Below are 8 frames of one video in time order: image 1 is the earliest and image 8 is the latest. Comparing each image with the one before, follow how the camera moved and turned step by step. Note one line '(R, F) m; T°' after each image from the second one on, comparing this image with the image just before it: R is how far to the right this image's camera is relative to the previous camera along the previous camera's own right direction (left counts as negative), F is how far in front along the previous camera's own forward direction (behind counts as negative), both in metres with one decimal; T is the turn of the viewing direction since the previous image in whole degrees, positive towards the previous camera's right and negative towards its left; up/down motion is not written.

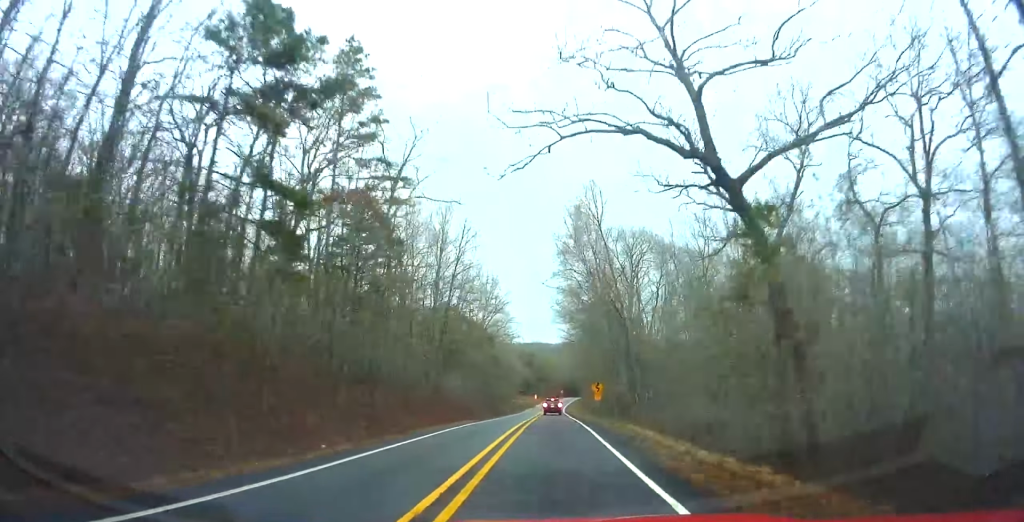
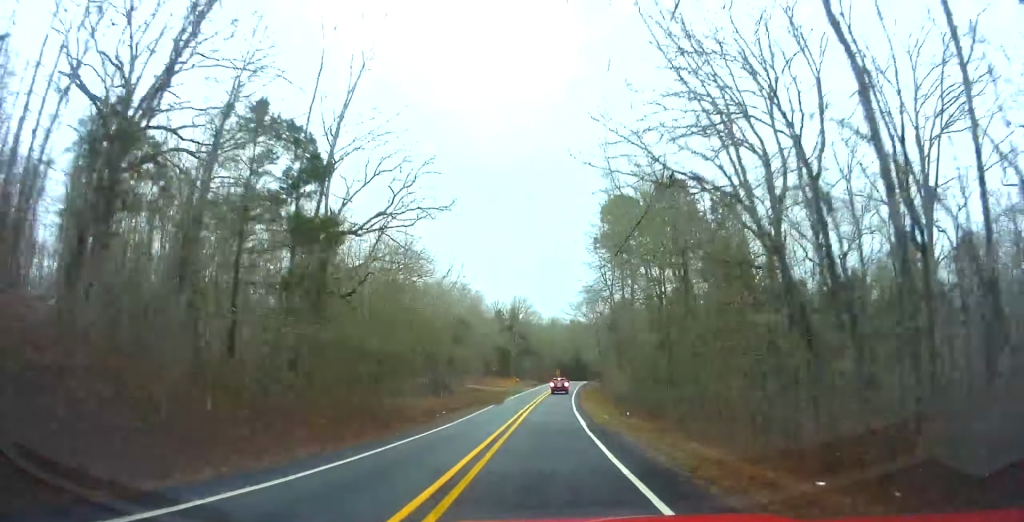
(+0.6, +62.9) m; +1°
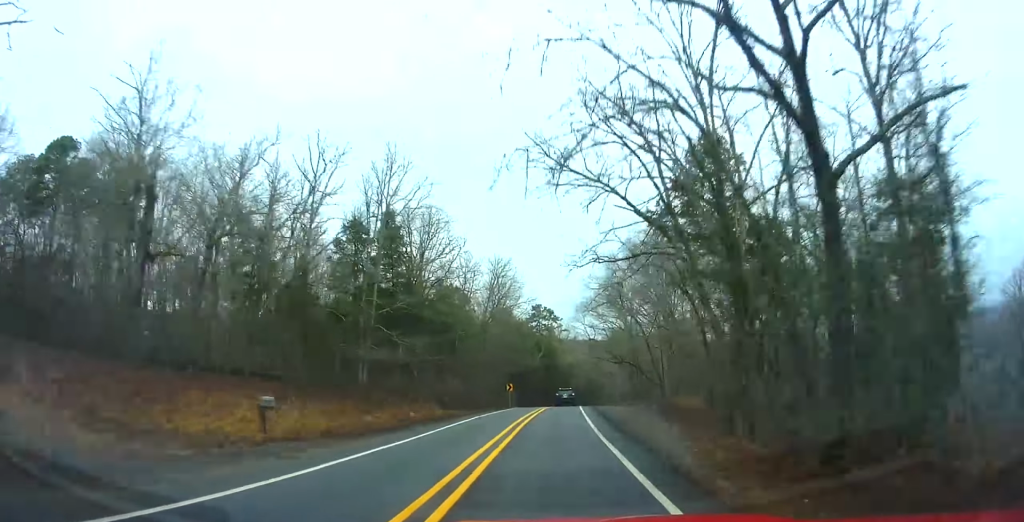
(+1.6, +75.9) m; +3°
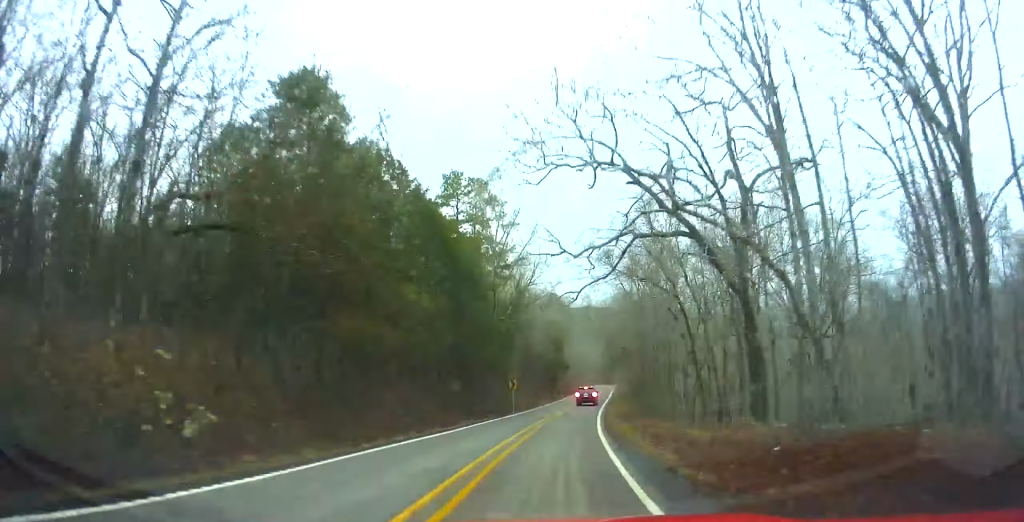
(+2.4, +68.7) m; +5°
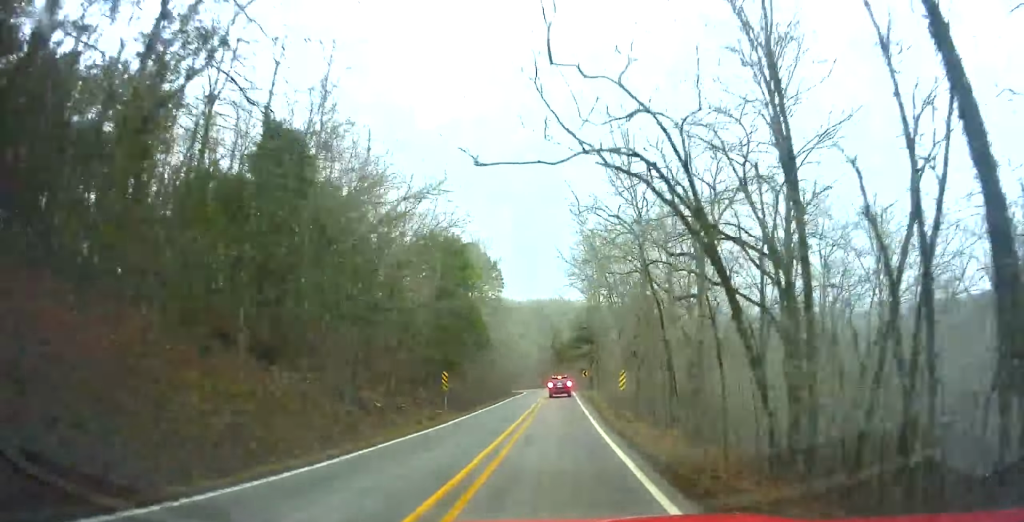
(+1.3, +48.2) m; +4°
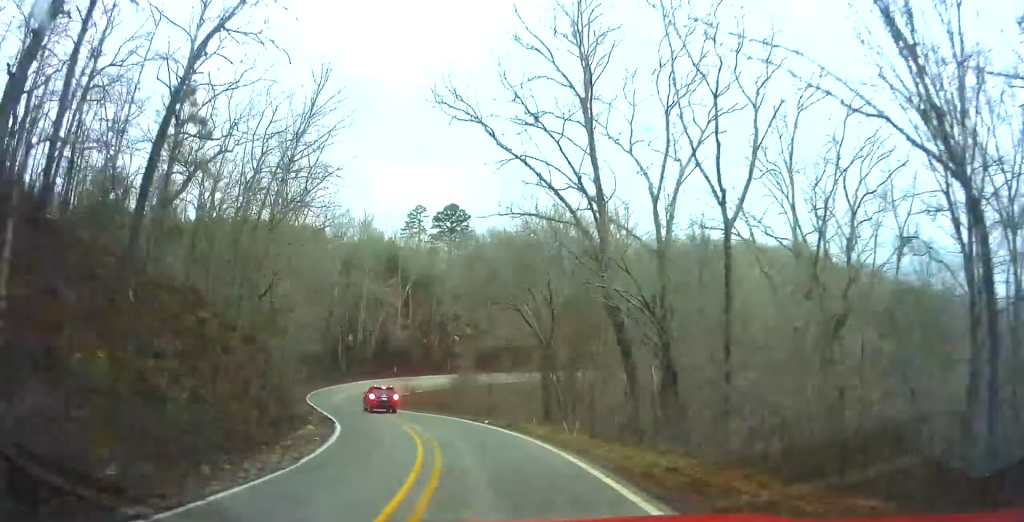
(+0.4, +119.5) m; -13°
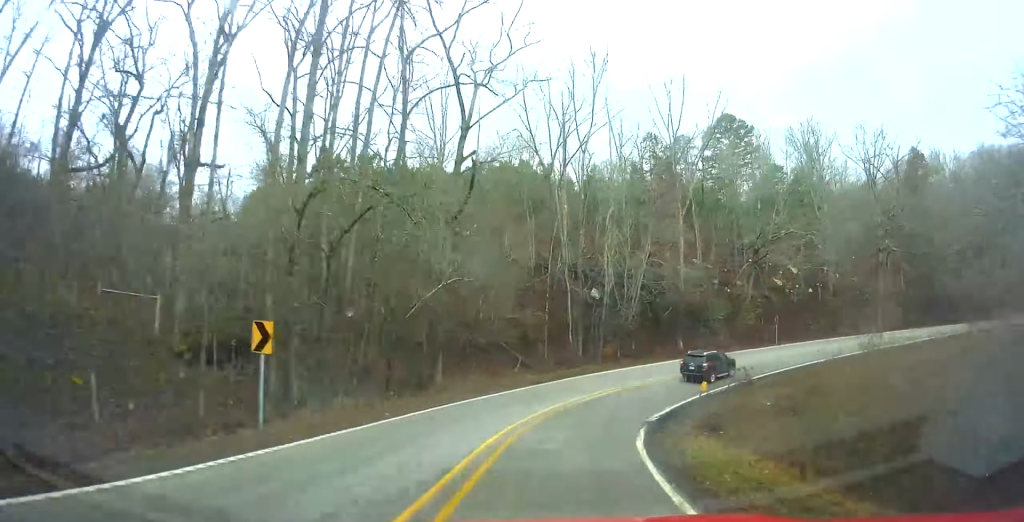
(-7.1, +43.5) m; -15°
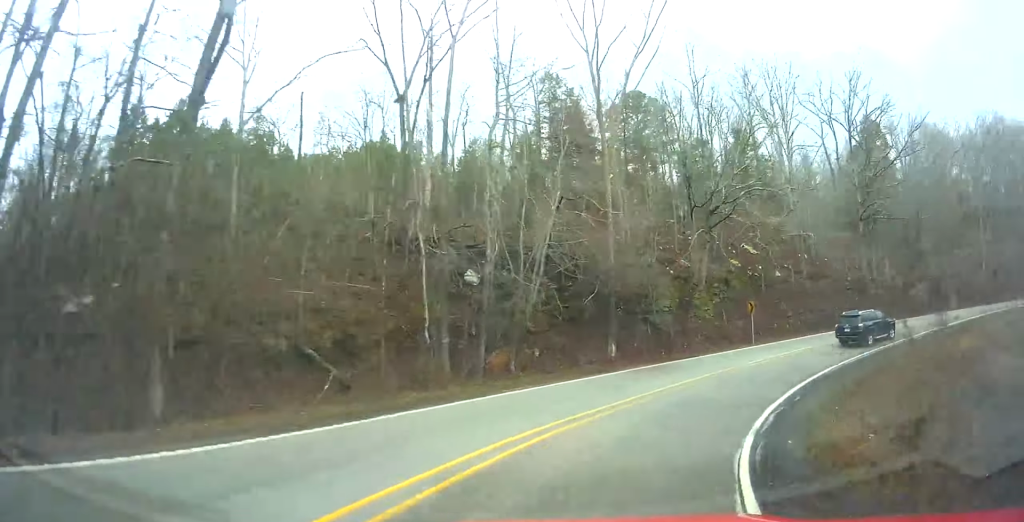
(-1.9, +19.4) m; -4°
